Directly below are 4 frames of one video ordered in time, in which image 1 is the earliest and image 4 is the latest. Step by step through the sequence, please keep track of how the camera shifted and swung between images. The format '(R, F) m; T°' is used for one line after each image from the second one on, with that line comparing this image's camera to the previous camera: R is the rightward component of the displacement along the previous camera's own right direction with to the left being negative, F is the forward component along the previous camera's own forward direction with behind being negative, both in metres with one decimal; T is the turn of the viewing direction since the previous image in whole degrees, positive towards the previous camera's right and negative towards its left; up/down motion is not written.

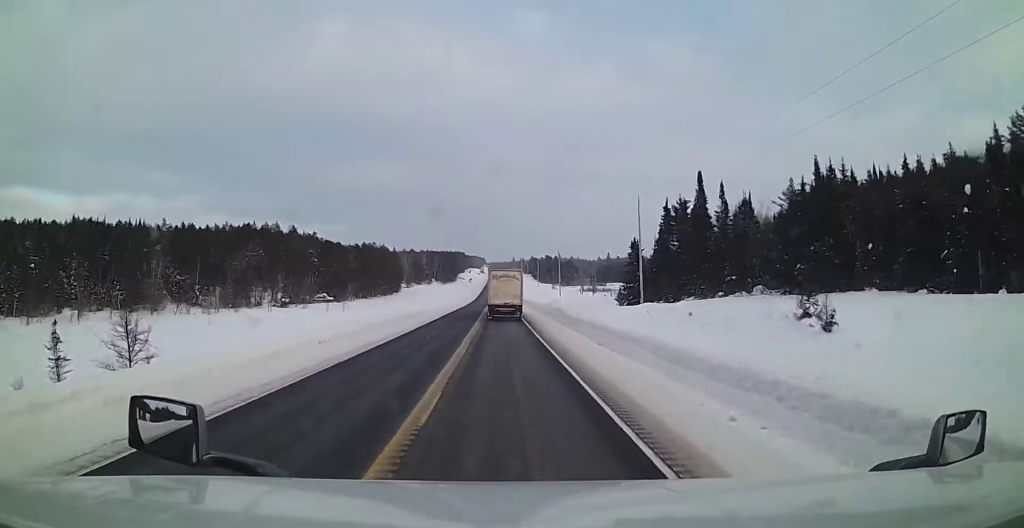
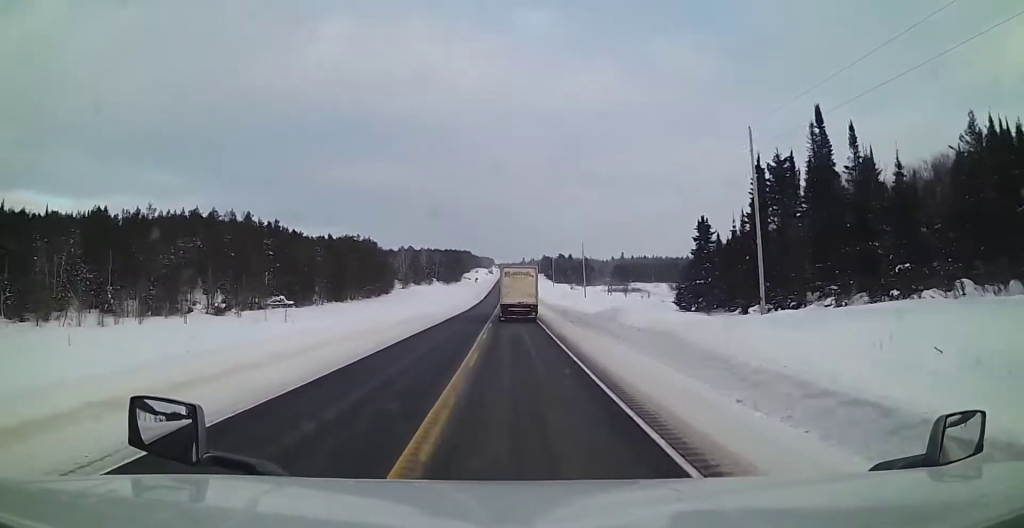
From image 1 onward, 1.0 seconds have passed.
(-0.2, +29.8) m; +1°
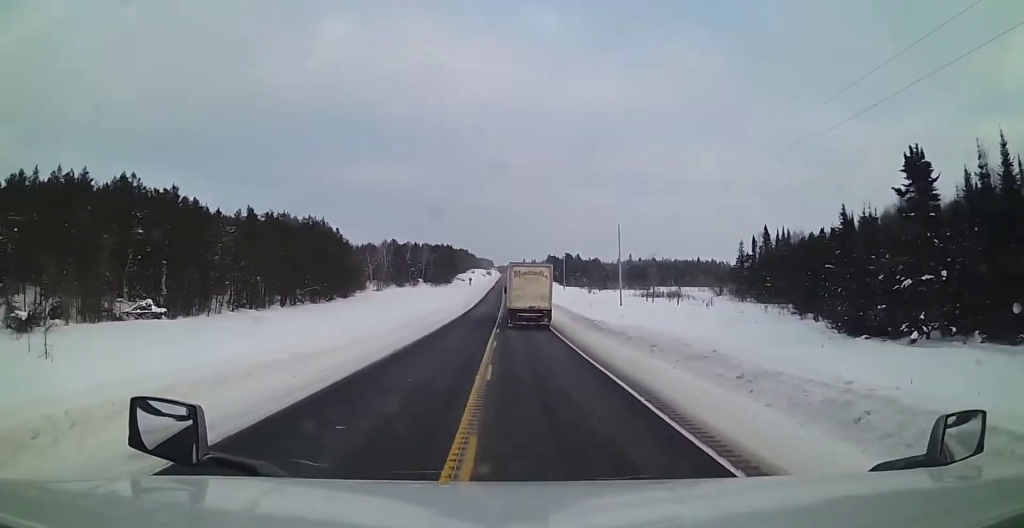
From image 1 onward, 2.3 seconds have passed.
(+1.3, +38.3) m; +1°
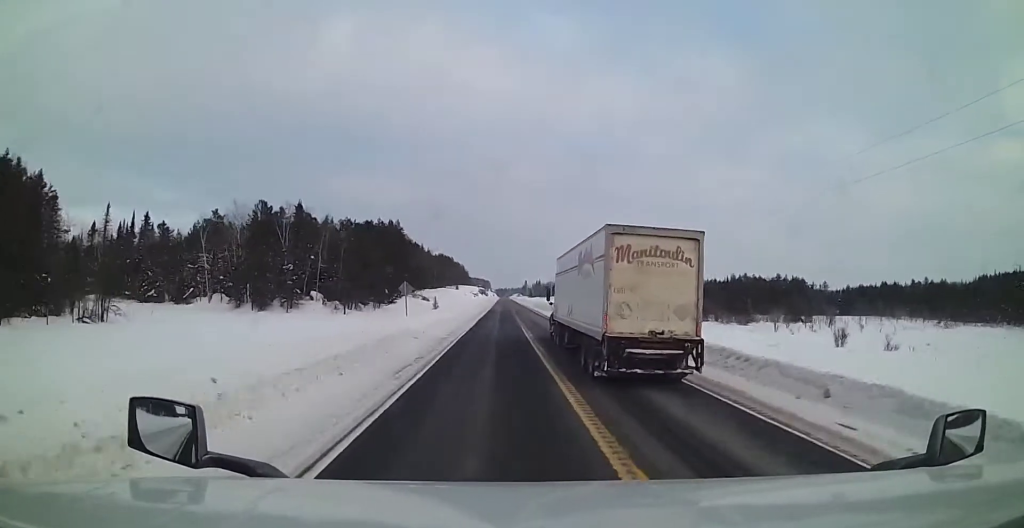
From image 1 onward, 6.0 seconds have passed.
(-3.8, +110.5) m; -4°
